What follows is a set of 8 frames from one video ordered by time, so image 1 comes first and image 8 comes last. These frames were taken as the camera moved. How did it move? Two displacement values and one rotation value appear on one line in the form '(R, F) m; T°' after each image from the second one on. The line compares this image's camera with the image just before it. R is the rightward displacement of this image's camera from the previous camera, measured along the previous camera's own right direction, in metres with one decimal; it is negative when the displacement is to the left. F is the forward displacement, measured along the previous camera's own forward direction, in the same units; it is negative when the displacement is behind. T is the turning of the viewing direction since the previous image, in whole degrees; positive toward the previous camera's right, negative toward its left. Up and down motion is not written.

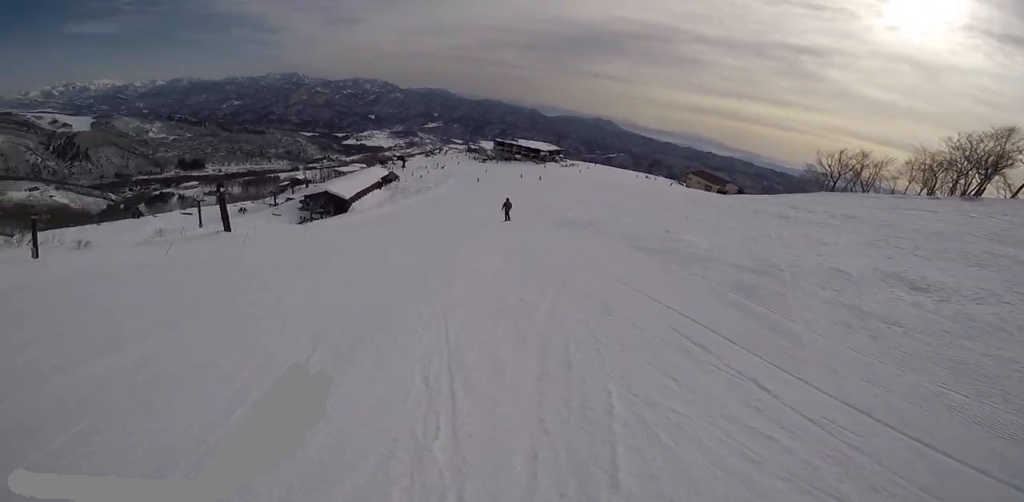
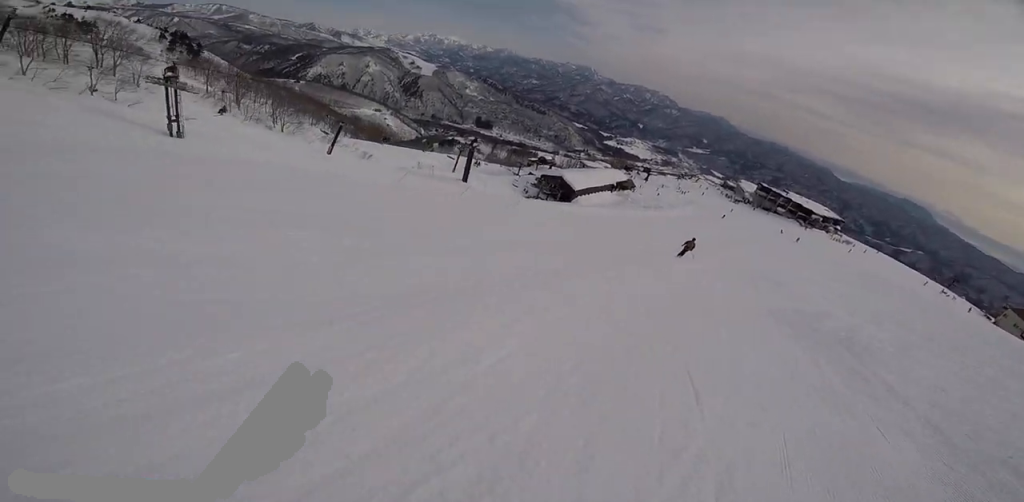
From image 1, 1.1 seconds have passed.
(-2.0, +6.0) m; -25°
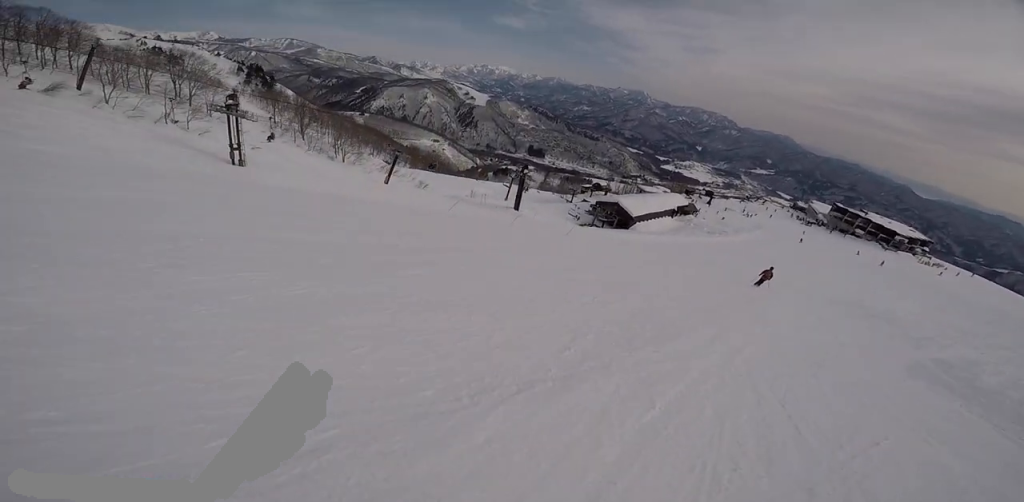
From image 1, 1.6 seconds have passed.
(-0.4, +2.5) m; -4°
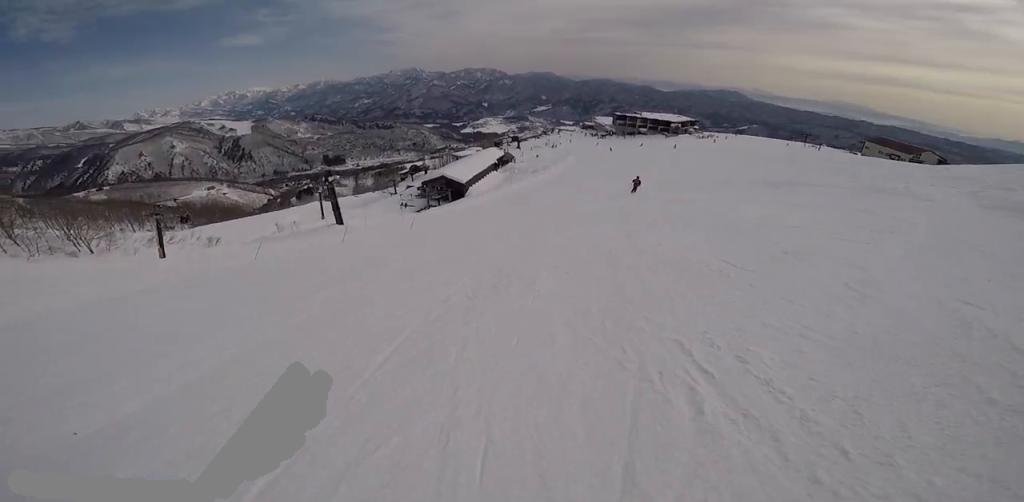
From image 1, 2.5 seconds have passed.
(+0.2, +5.9) m; +10°
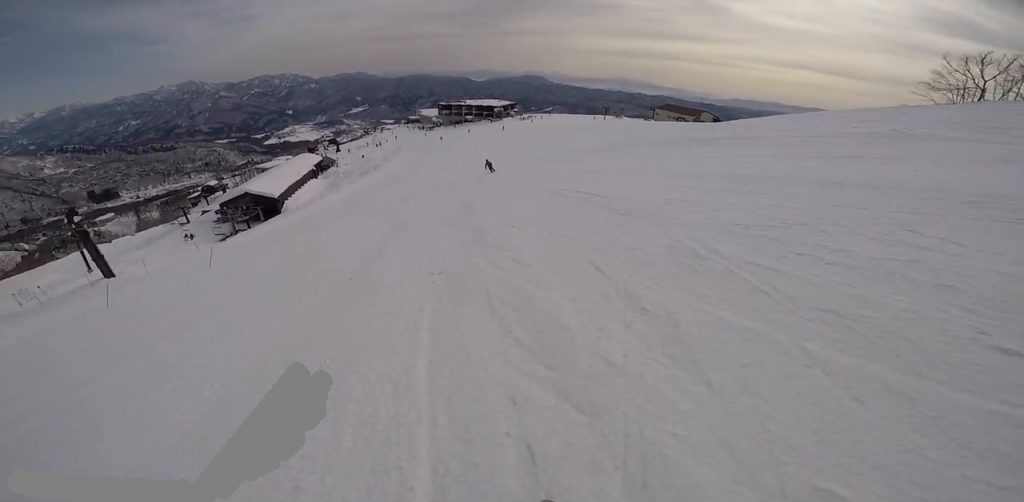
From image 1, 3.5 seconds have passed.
(+0.9, +5.9) m; +26°
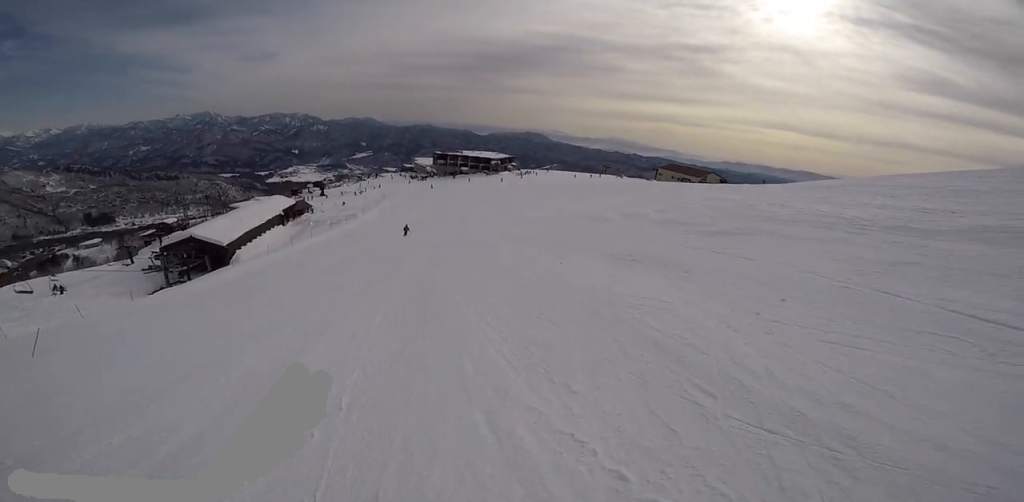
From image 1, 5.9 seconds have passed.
(+3.6, +13.7) m; +3°
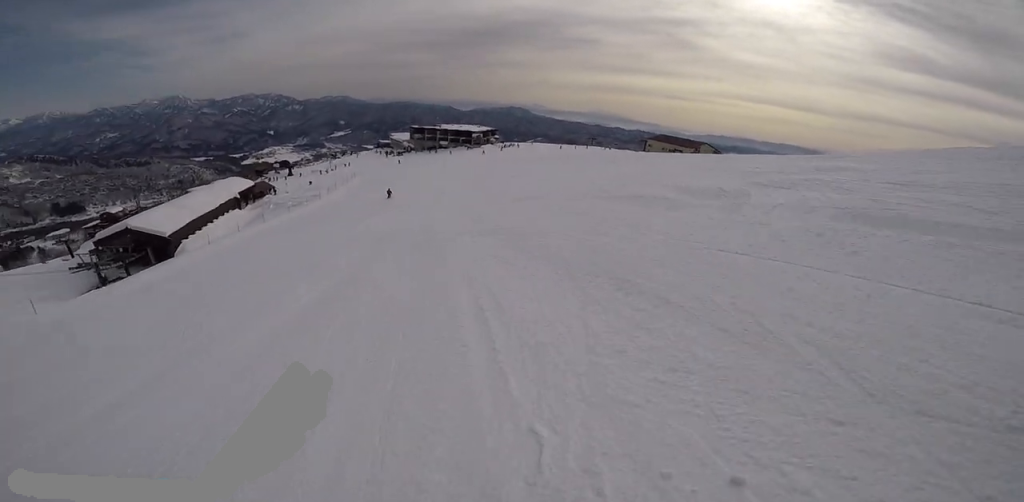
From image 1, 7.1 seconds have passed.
(-0.5, +8.0) m; 0°
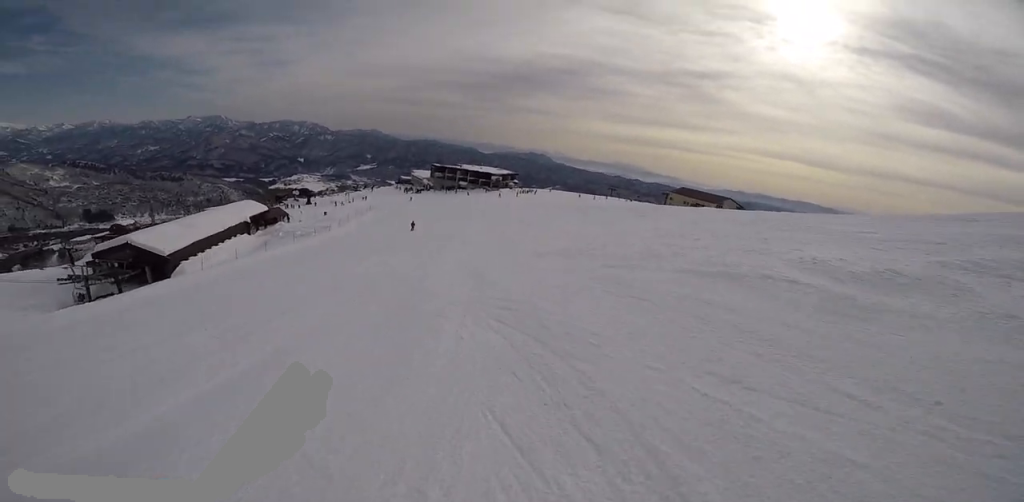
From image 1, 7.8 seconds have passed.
(+0.6, +4.2) m; 0°
